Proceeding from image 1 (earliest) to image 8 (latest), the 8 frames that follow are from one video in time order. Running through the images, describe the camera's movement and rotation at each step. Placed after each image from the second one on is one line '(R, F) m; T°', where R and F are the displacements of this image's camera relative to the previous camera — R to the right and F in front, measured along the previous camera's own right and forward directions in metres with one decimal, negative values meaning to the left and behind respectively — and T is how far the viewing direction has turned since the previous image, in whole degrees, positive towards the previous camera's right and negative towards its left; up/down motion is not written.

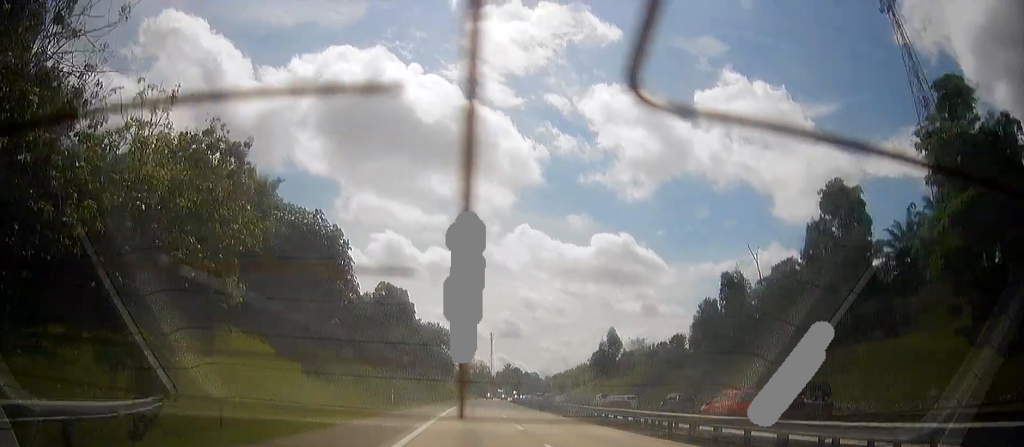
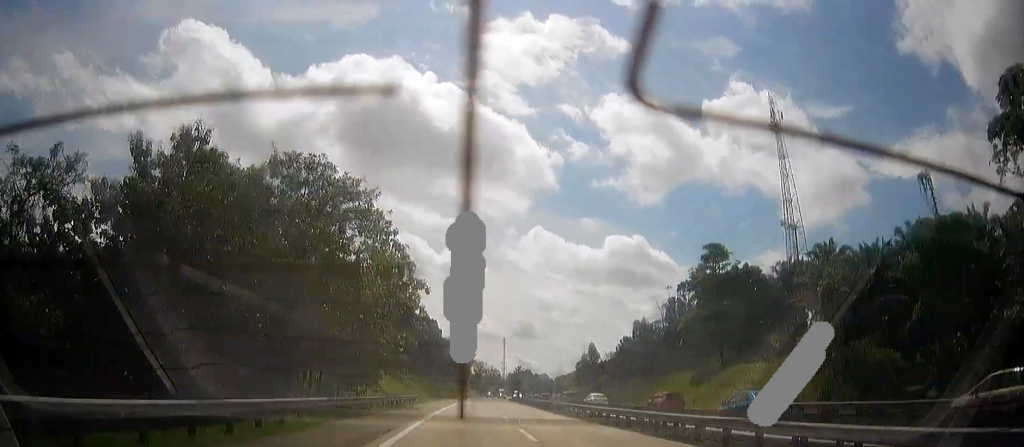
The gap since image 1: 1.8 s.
(+0.7, +53.3) m; +2°
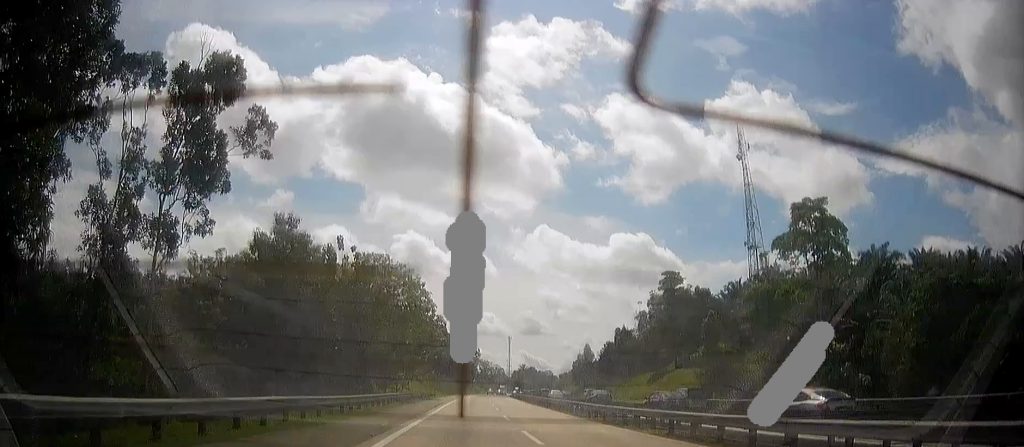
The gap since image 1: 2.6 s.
(+0.1, +22.5) m; +1°
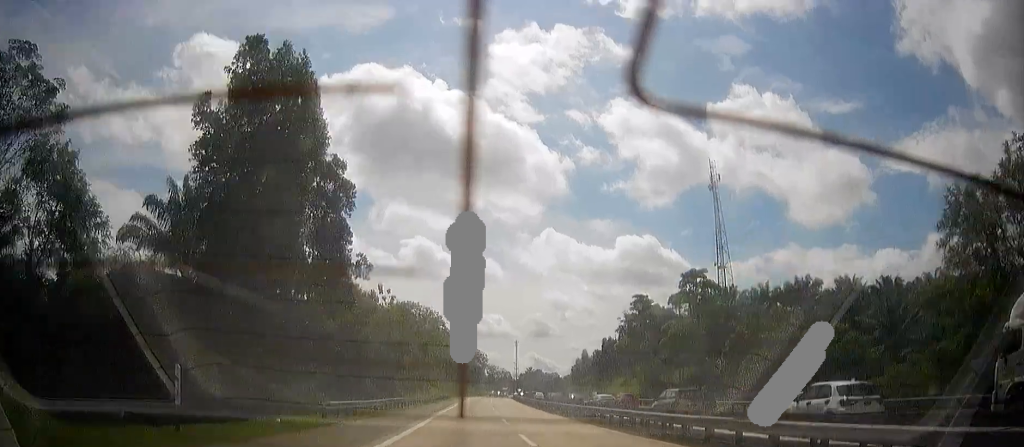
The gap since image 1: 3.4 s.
(+0.3, +24.7) m; +1°
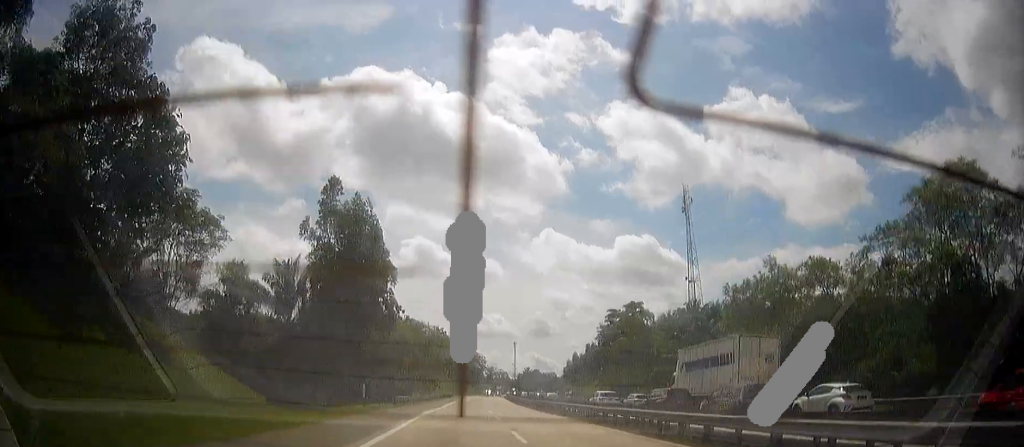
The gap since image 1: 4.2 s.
(0.0, +23.5) m; 0°
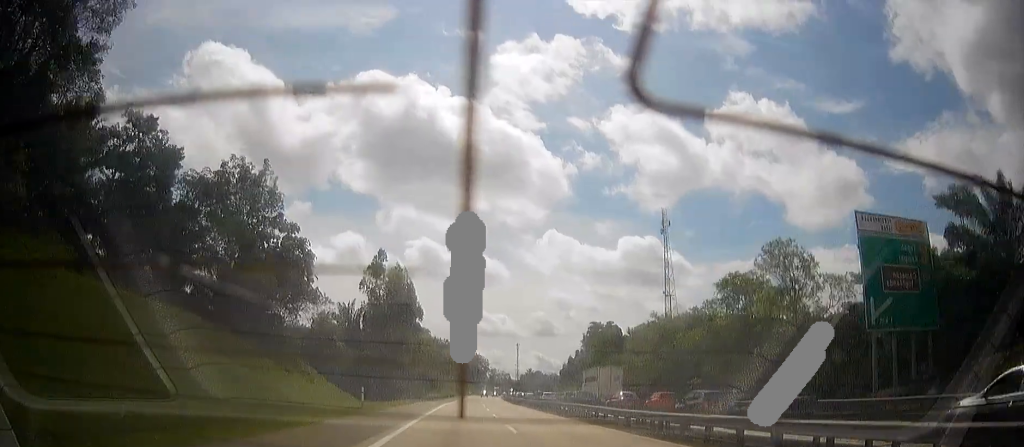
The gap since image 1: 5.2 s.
(+0.1, +28.4) m; 0°
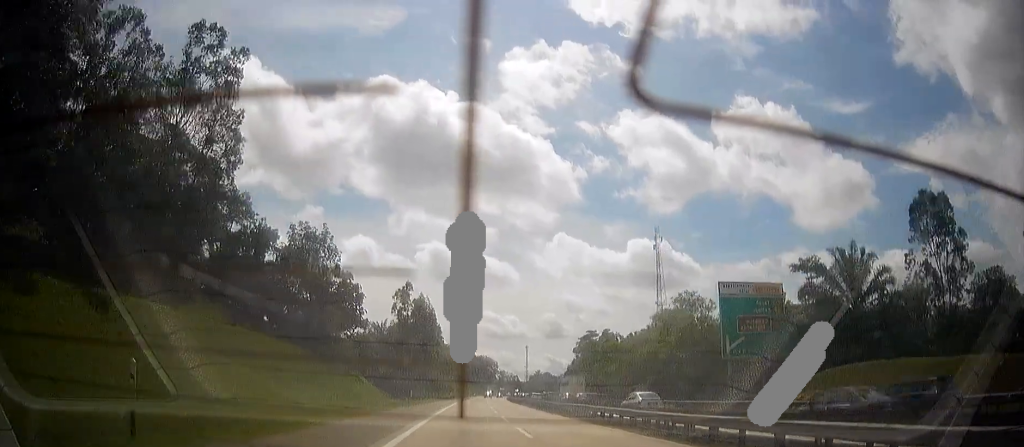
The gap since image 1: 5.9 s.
(+0.1, +22.5) m; +1°
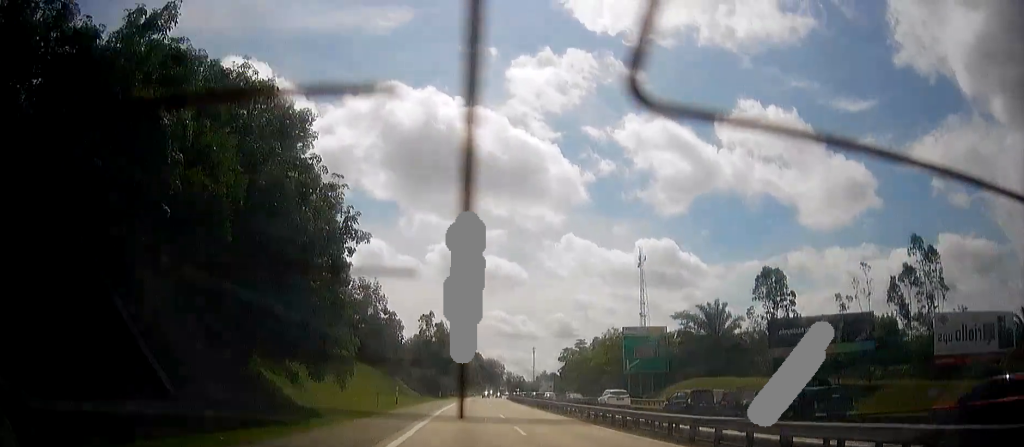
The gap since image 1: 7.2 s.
(+0.4, +37.9) m; +1°
